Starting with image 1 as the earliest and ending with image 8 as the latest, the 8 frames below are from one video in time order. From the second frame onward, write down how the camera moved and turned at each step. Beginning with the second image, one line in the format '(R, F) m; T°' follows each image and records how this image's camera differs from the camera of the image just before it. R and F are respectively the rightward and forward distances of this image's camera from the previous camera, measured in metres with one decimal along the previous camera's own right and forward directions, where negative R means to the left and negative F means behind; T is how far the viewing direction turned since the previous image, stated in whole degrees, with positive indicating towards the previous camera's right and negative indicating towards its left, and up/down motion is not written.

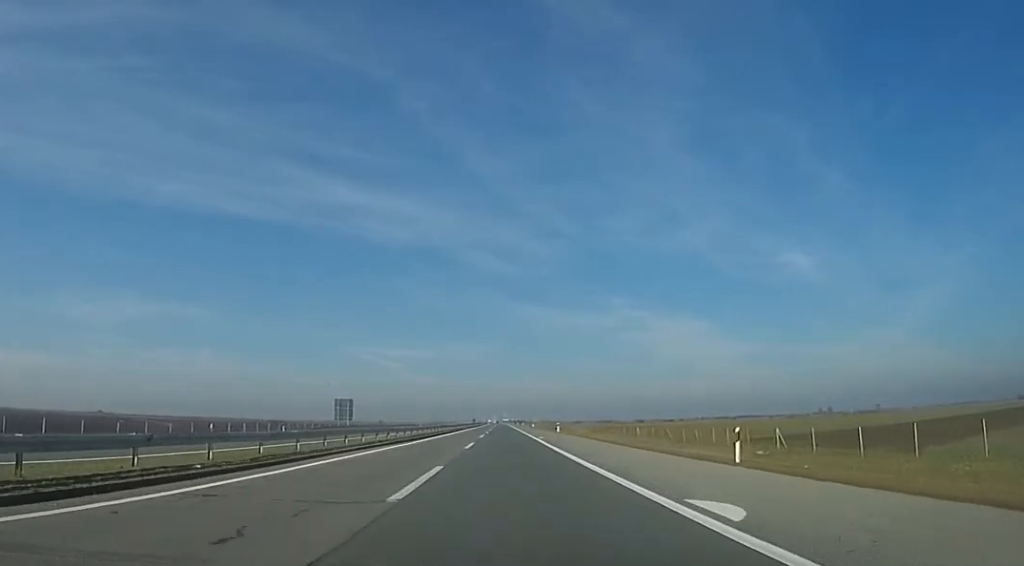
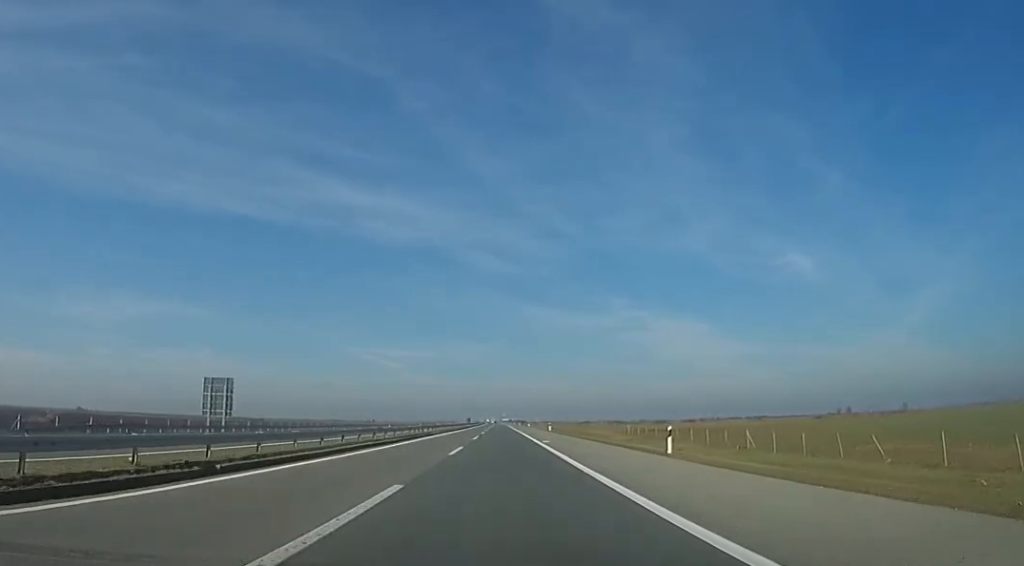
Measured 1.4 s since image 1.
(+0.4, +43.8) m; +2°
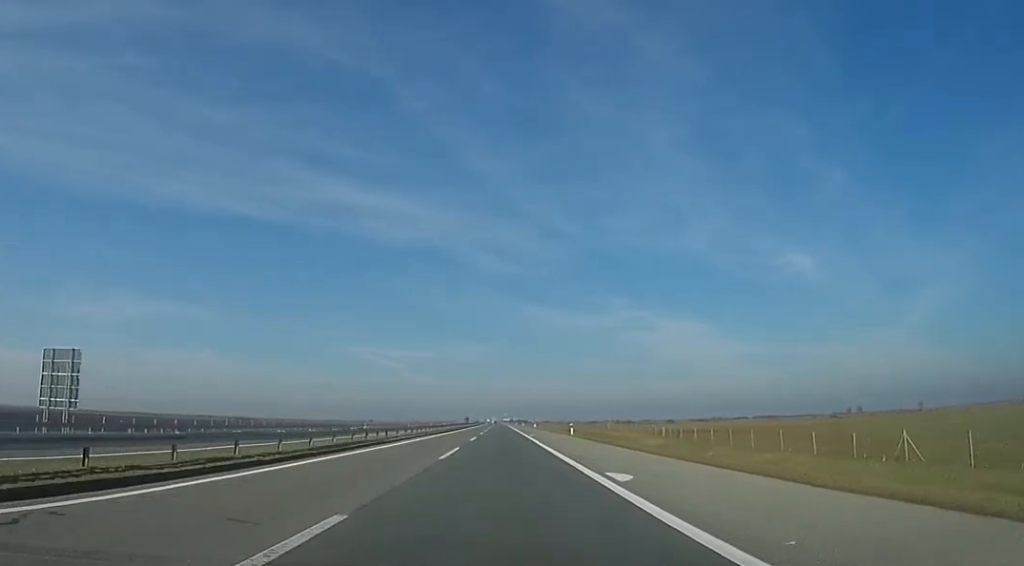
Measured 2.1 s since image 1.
(+0.4, +21.9) m; 0°
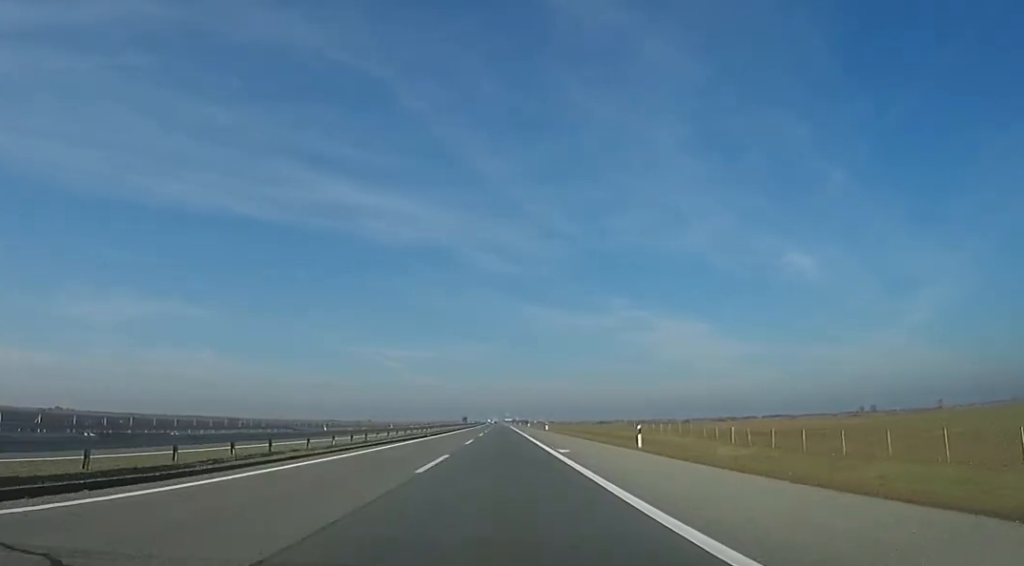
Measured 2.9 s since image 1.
(+0.2, +24.0) m; 0°
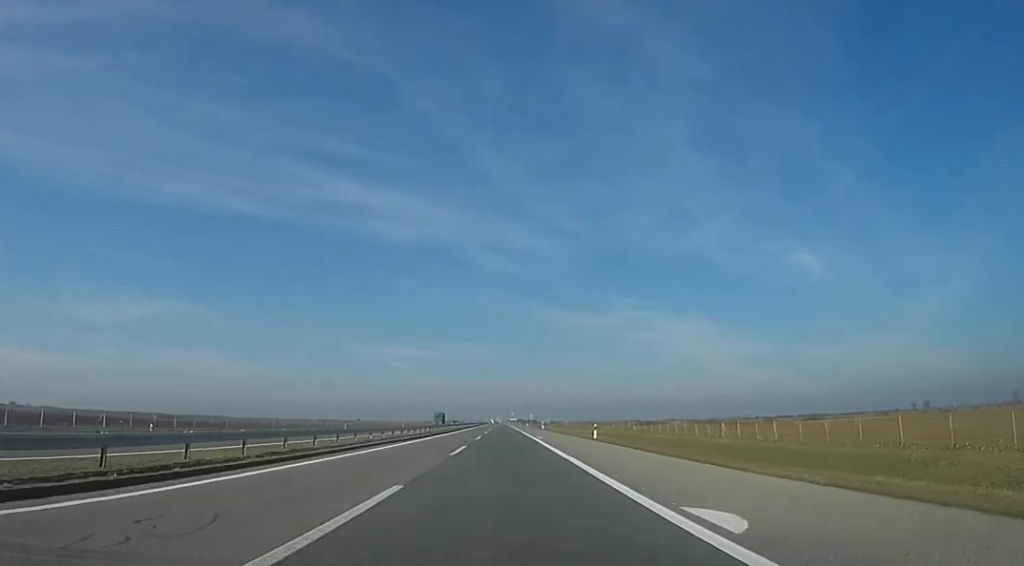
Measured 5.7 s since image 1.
(-1.9, +87.7) m; -1°
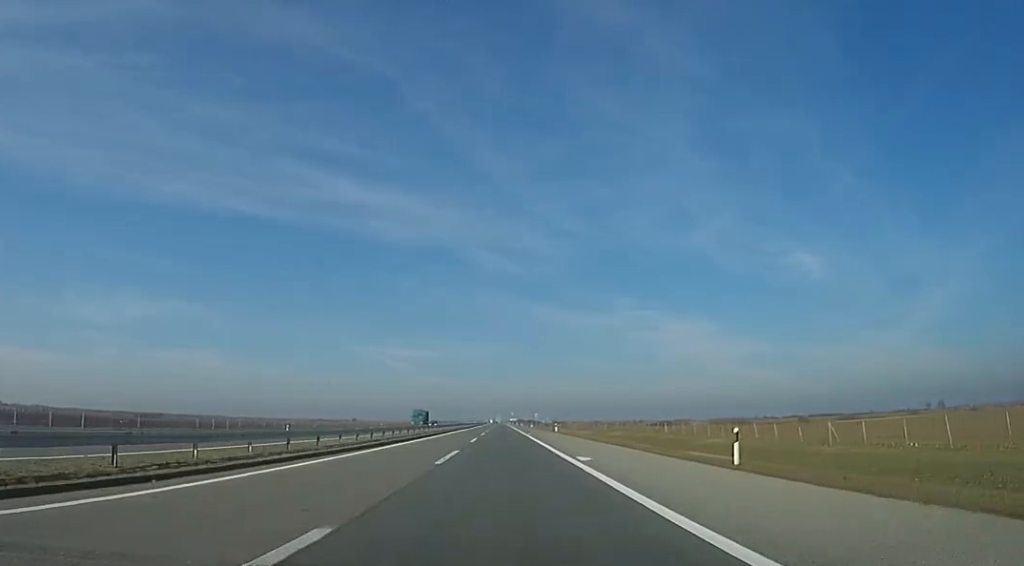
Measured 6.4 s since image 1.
(0.0, +23.5) m; -1°
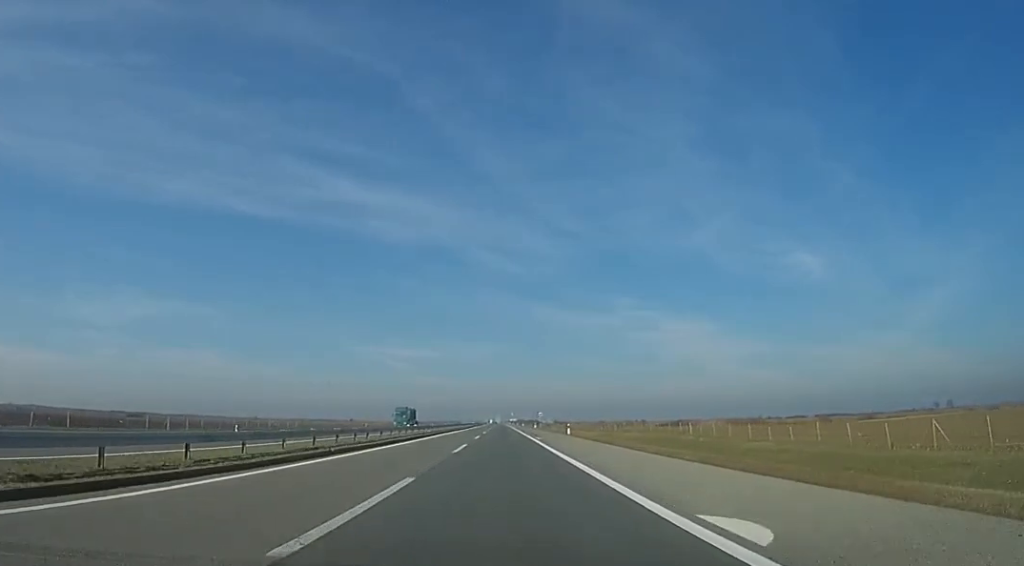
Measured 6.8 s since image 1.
(-0.1, +12.5) m; 0°
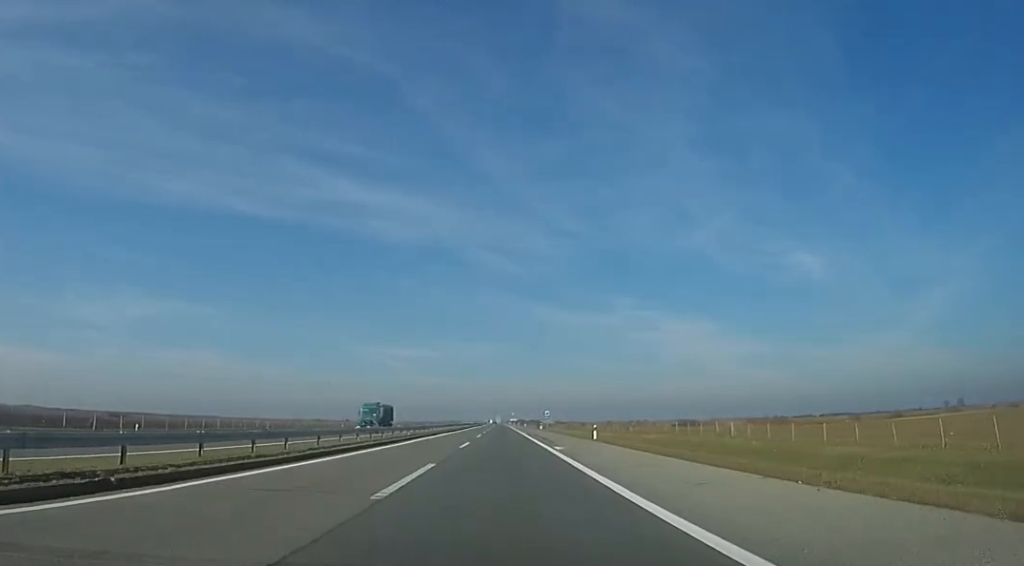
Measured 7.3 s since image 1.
(-0.3, +15.1) m; 0°
